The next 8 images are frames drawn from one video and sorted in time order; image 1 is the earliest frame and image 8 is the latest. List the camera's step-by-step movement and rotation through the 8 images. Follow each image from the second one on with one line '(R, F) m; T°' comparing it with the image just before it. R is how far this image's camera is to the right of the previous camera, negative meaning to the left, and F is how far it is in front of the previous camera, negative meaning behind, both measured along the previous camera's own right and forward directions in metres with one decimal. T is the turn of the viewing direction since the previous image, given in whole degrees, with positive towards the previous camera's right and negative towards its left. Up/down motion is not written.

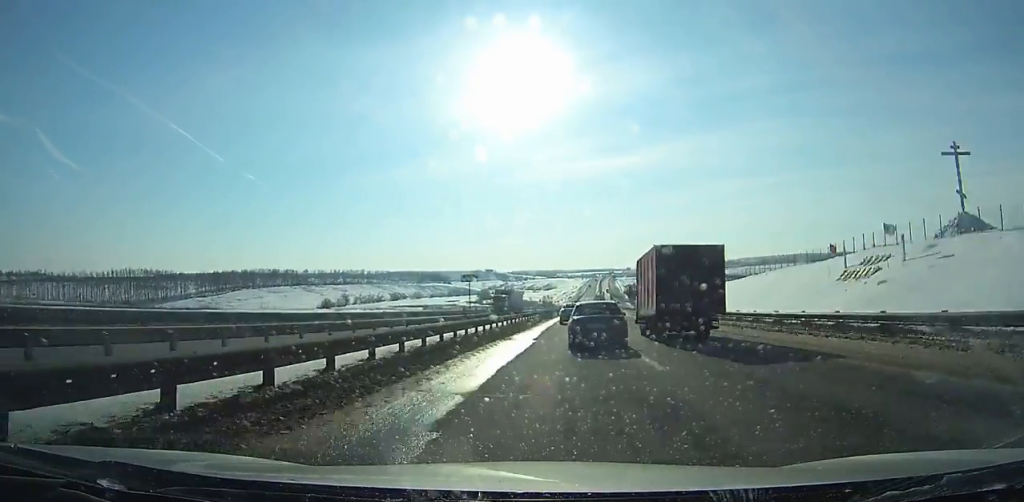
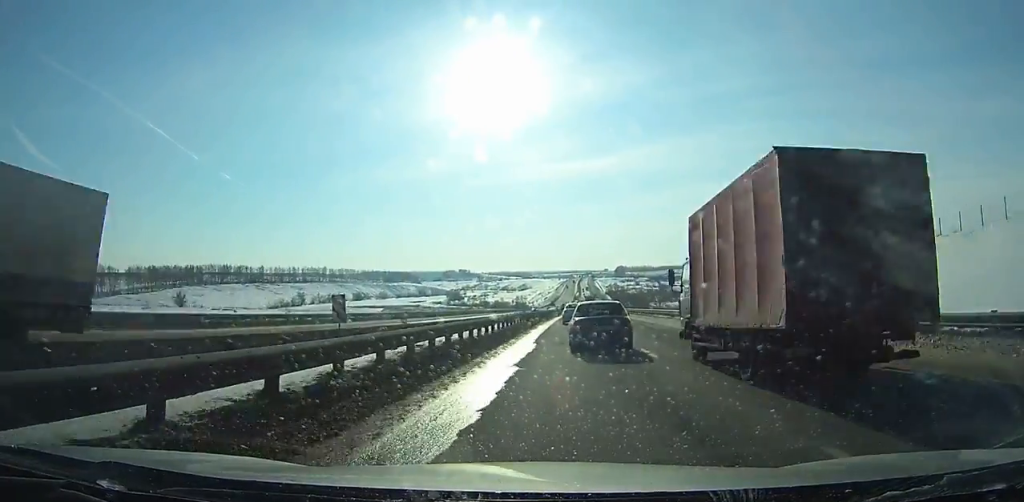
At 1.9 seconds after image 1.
(+0.5, +55.4) m; +1°
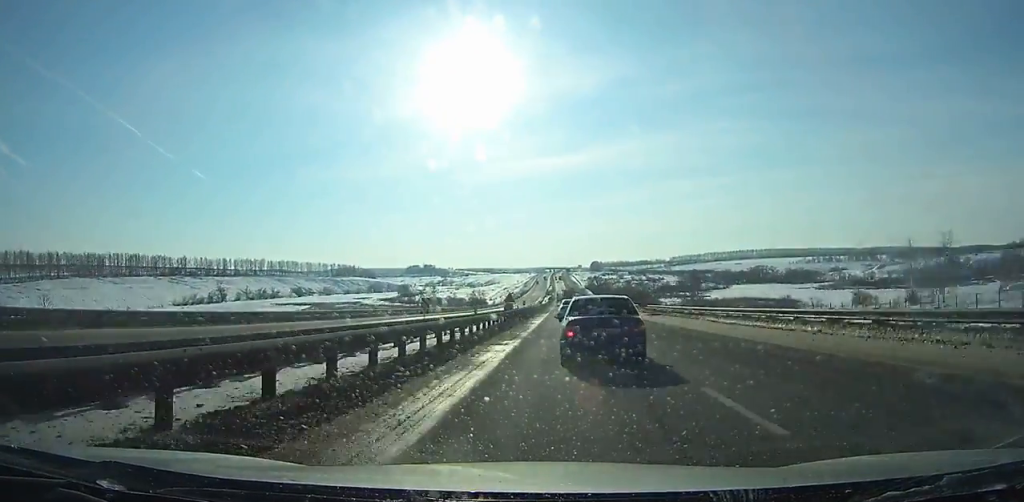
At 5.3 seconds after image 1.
(+2.2, +96.6) m; +2°
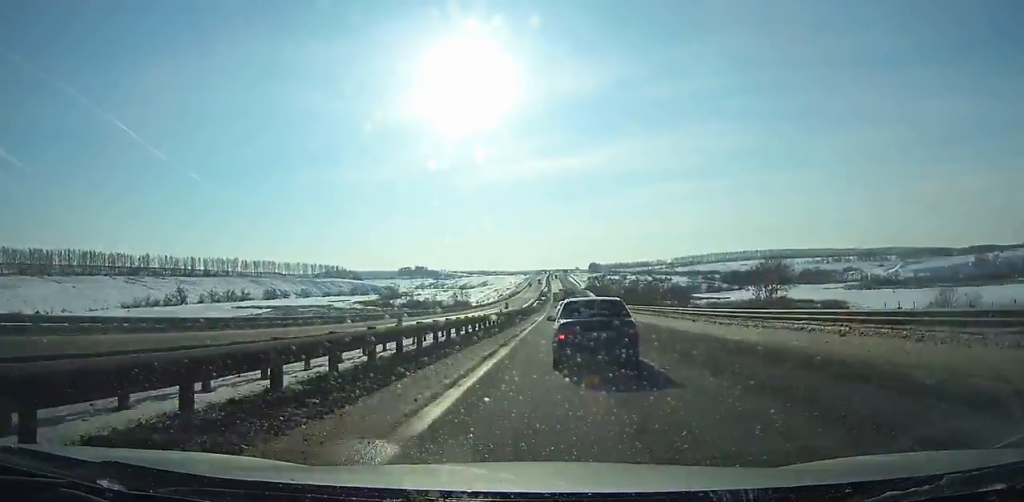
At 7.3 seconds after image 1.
(+0.5, +54.0) m; 0°
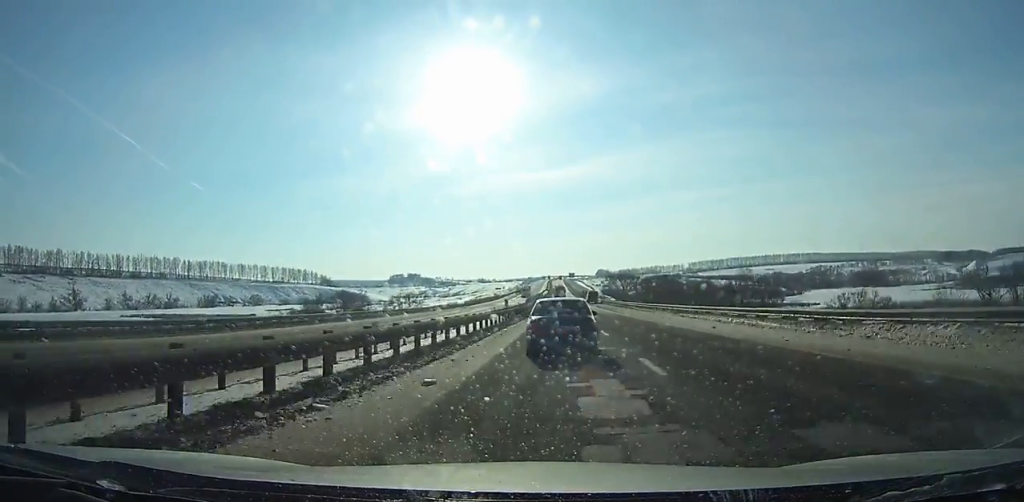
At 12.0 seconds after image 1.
(+0.6, +121.8) m; 0°
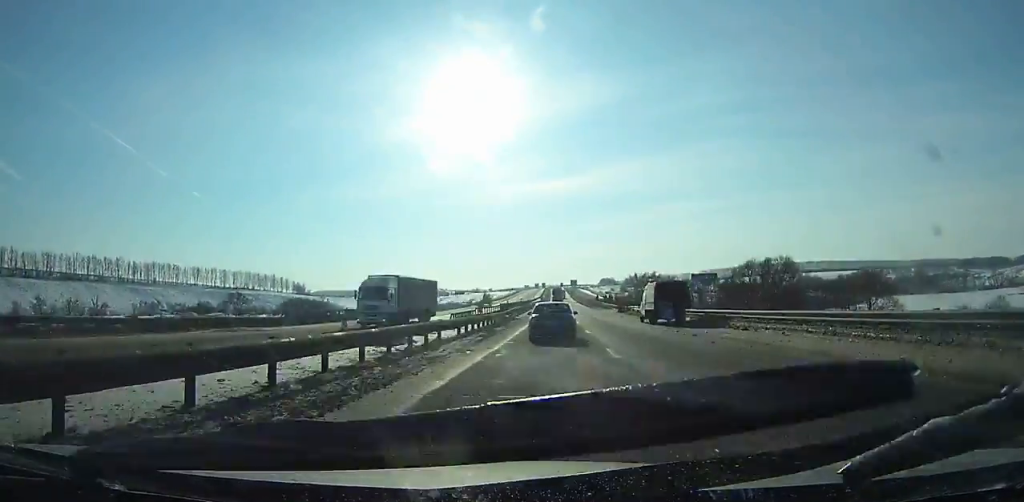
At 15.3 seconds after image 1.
(-0.3, +82.9) m; -1°
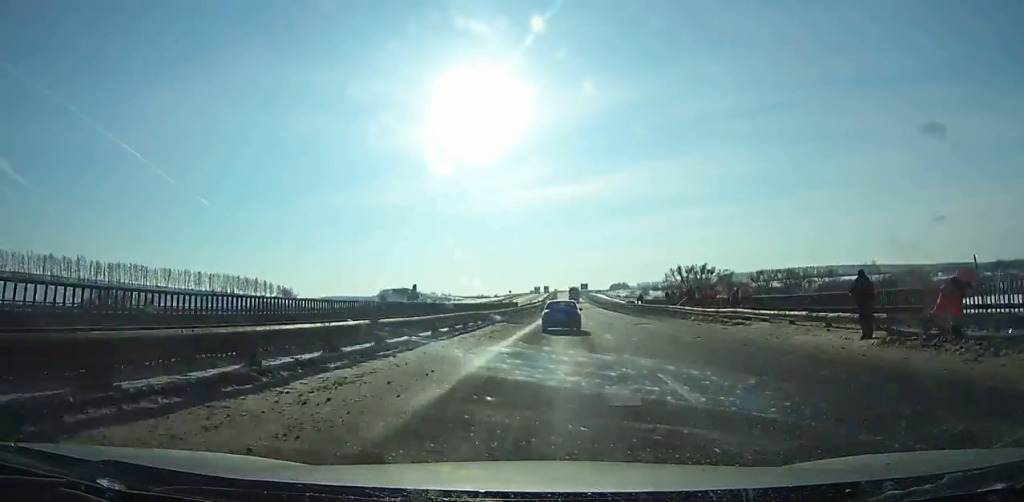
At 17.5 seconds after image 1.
(-0.4, +55.4) m; 0°
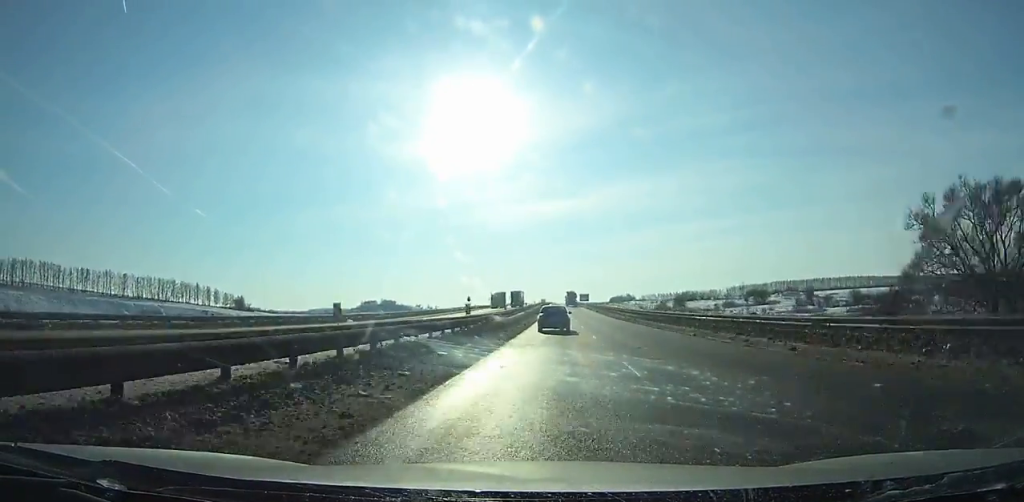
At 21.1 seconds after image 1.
(-0.3, +93.0) m; 0°
